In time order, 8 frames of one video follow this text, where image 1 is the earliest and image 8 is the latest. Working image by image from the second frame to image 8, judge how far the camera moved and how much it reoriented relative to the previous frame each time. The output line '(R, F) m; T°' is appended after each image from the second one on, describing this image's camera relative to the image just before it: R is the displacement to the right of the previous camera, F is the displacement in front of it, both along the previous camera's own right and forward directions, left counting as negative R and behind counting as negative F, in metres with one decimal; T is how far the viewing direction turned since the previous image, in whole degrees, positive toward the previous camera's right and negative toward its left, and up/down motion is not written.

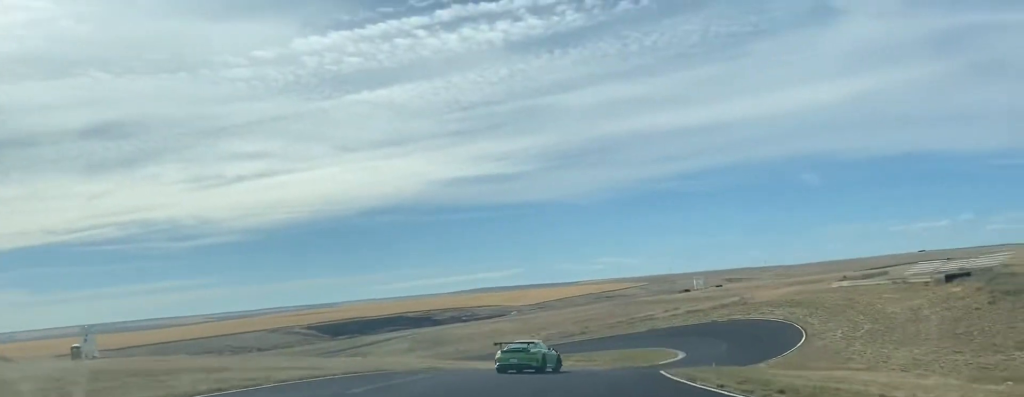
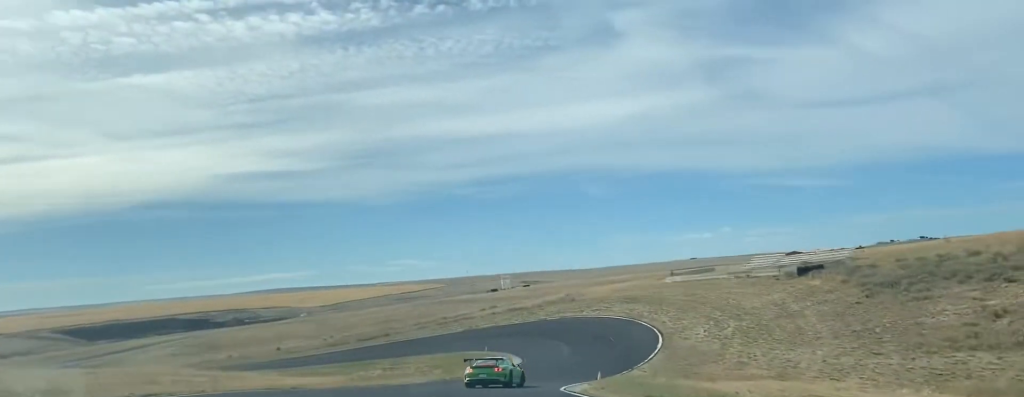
(+1.4, +20.4) m; +11°
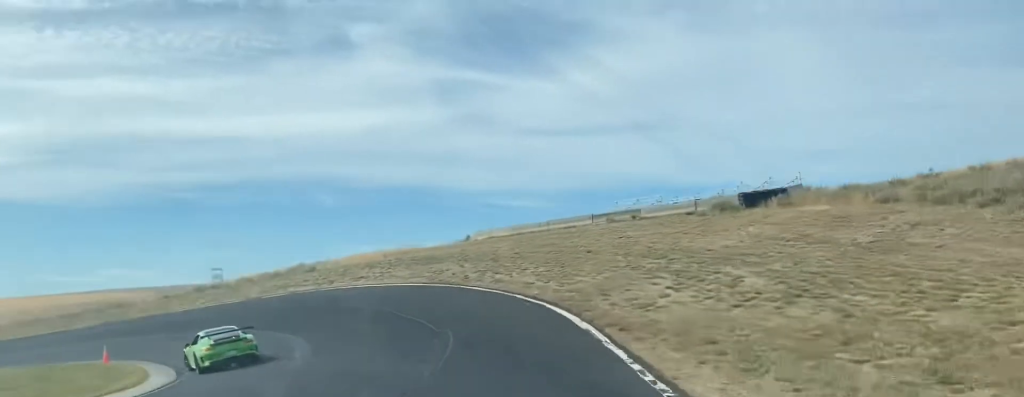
(+8.3, +44.3) m; +12°
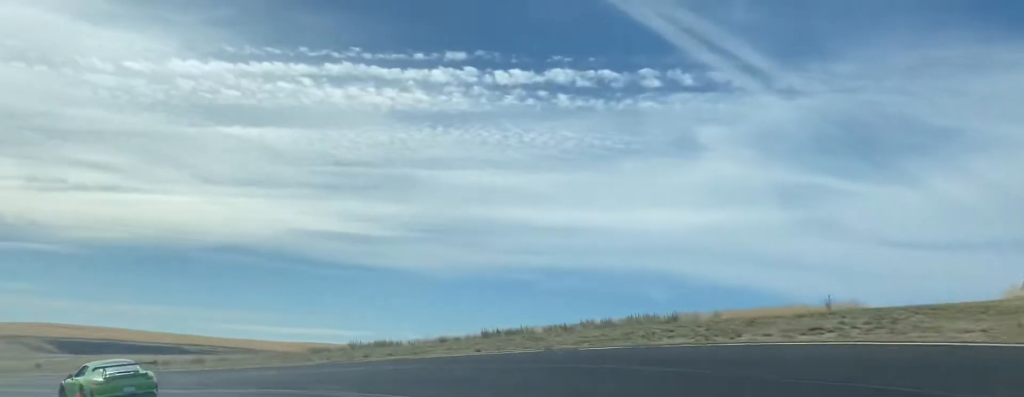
(-1.0, +33.1) m; -21°
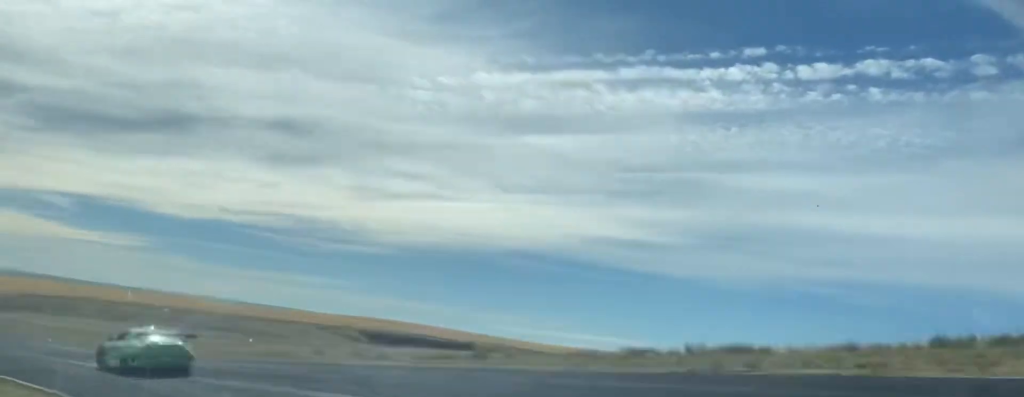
(-2.7, +15.8) m; -21°
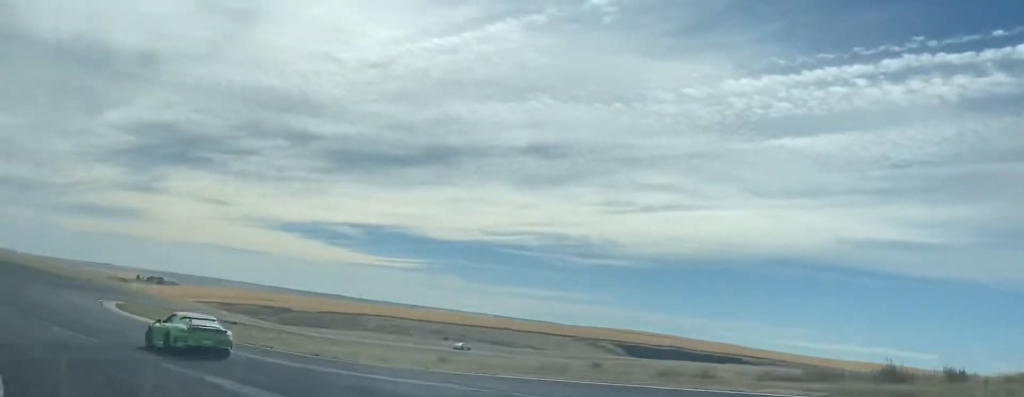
(-3.6, +17.5) m; -25°
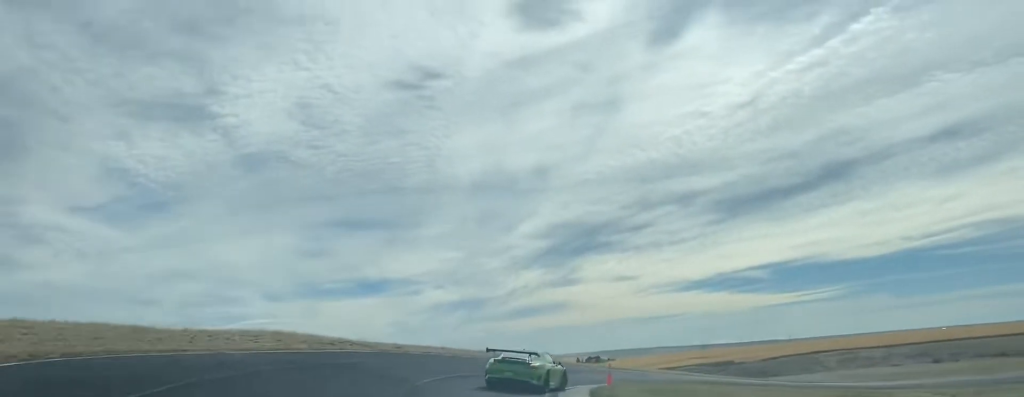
(-17.0, +43.4) m; -24°
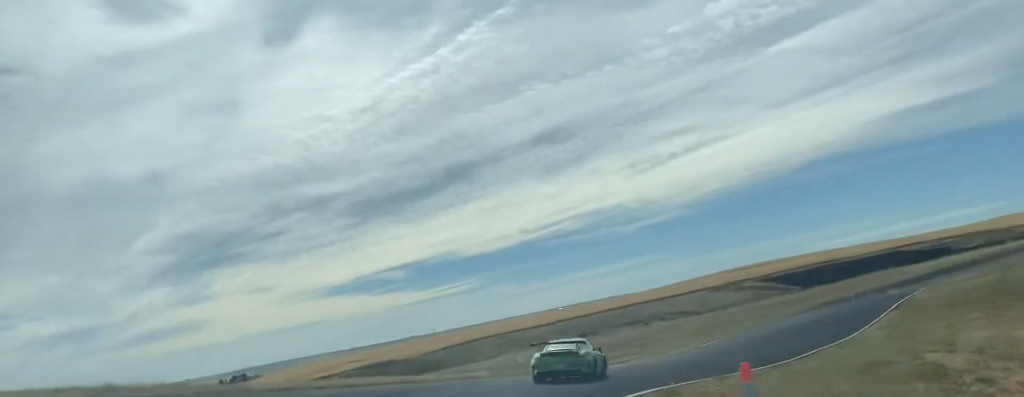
(+0.7, +30.4) m; +18°
